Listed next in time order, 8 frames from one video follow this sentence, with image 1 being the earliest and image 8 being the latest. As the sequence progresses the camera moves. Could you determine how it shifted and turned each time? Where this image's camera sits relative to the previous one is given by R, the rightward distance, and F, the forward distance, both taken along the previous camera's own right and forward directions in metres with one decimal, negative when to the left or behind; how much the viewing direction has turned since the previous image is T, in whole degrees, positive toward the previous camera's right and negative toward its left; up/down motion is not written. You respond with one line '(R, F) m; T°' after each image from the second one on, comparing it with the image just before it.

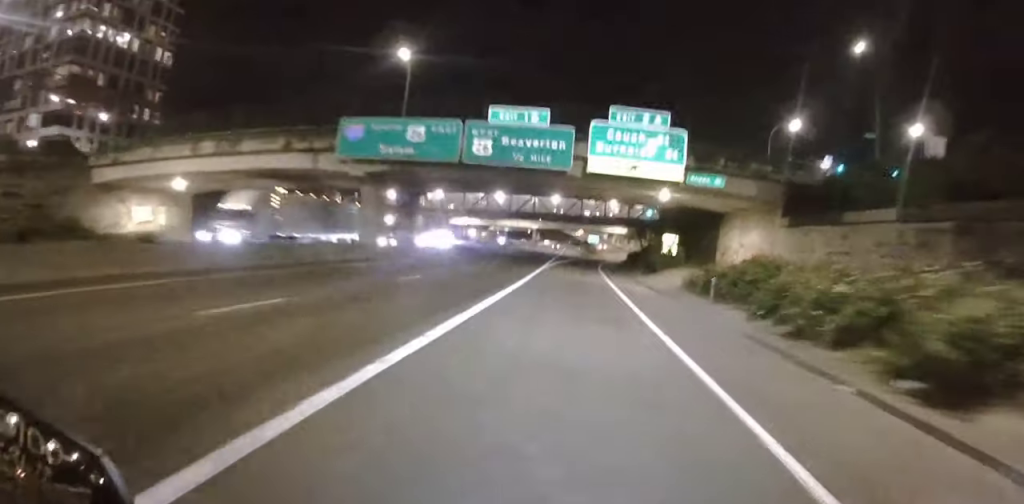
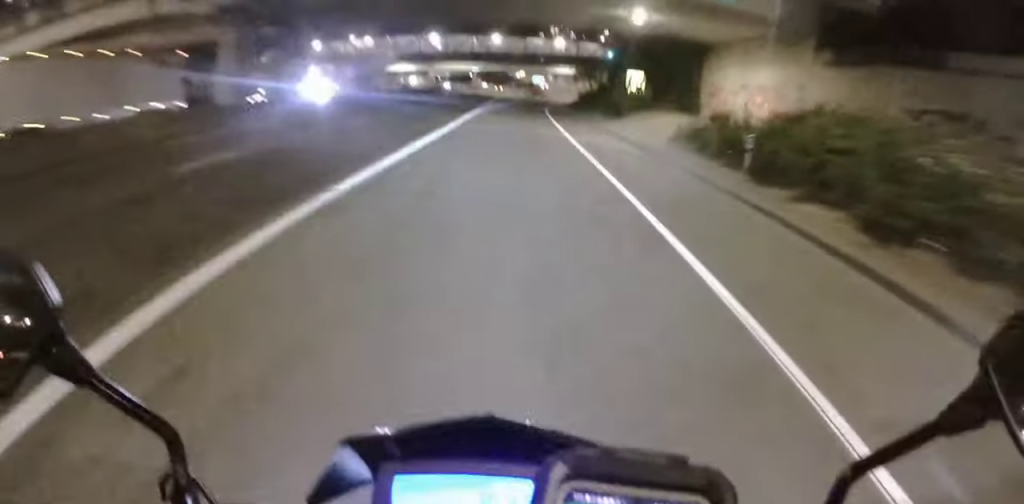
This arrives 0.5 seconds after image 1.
(0.0, +11.6) m; 0°
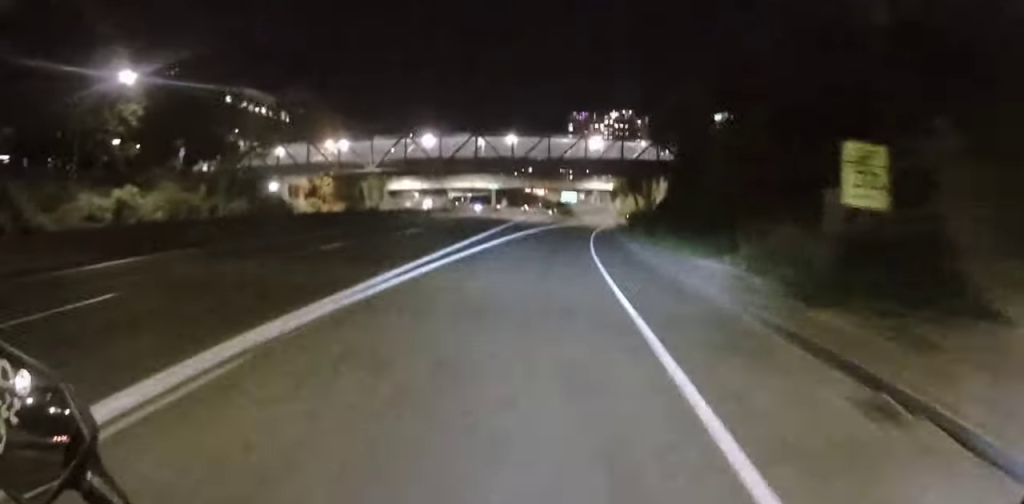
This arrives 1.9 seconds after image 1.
(+0.1, +31.3) m; +1°
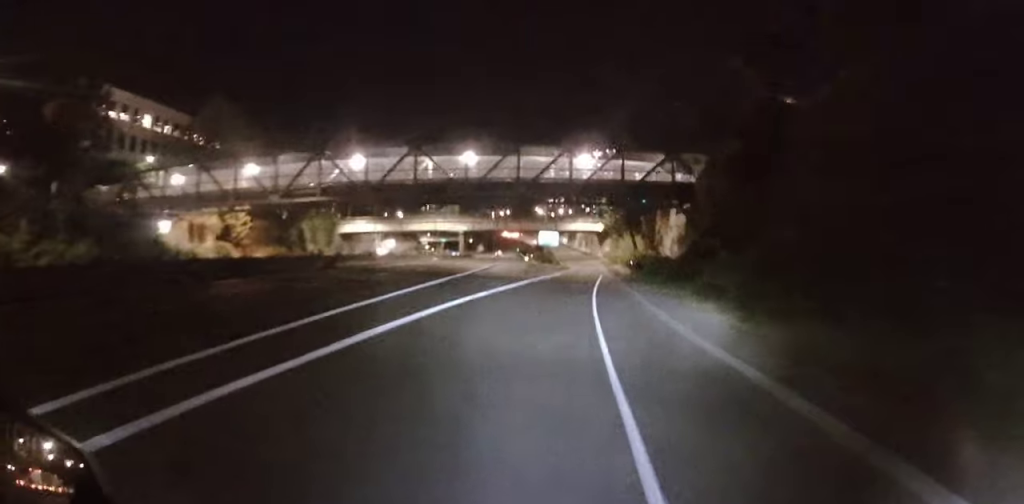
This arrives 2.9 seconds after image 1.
(+0.3, +24.1) m; +1°
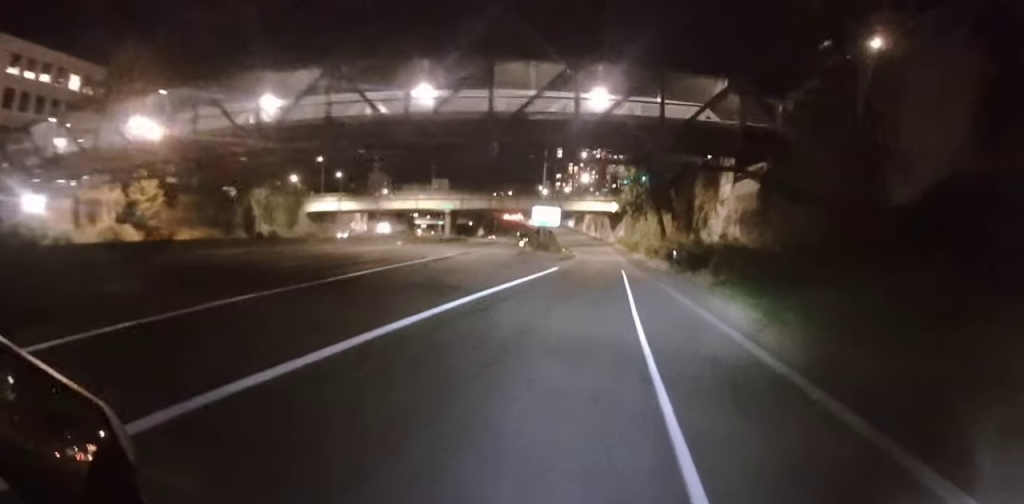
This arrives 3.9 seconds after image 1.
(0.0, +21.0) m; +1°
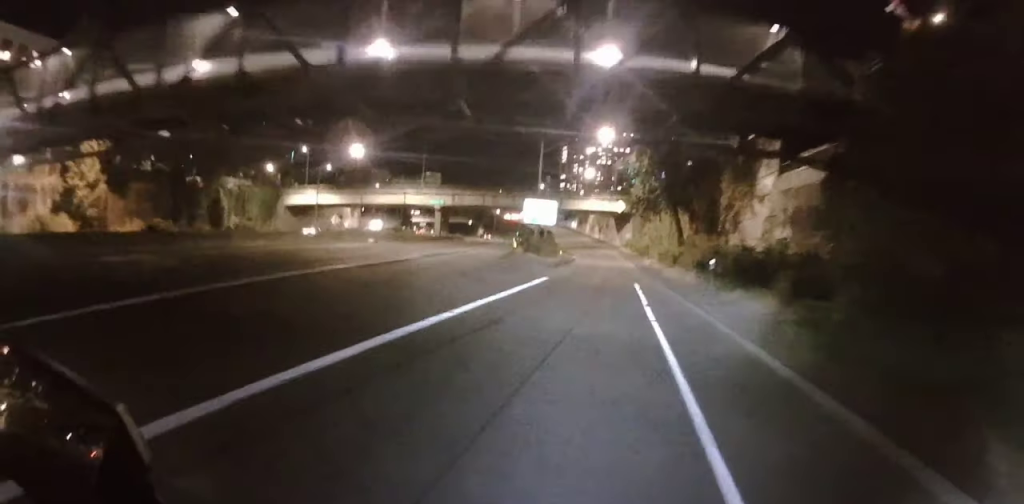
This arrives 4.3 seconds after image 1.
(-0.2, +9.8) m; 0°
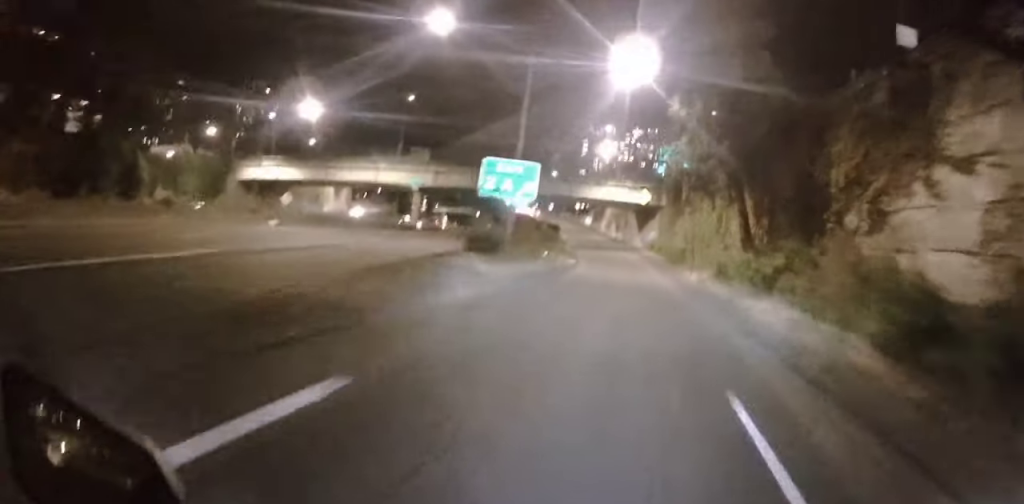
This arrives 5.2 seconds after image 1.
(+0.5, +20.5) m; +2°
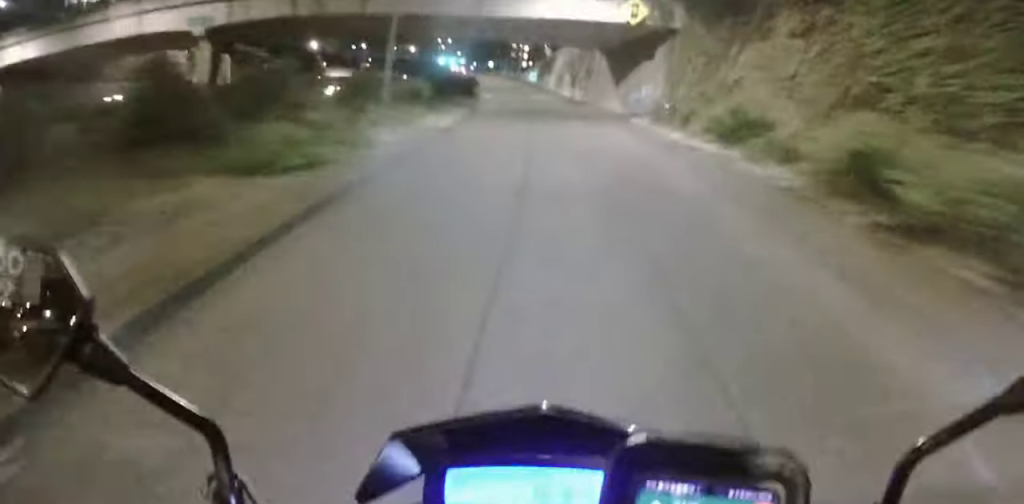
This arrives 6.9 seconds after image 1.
(+0.1, +39.9) m; -1°
